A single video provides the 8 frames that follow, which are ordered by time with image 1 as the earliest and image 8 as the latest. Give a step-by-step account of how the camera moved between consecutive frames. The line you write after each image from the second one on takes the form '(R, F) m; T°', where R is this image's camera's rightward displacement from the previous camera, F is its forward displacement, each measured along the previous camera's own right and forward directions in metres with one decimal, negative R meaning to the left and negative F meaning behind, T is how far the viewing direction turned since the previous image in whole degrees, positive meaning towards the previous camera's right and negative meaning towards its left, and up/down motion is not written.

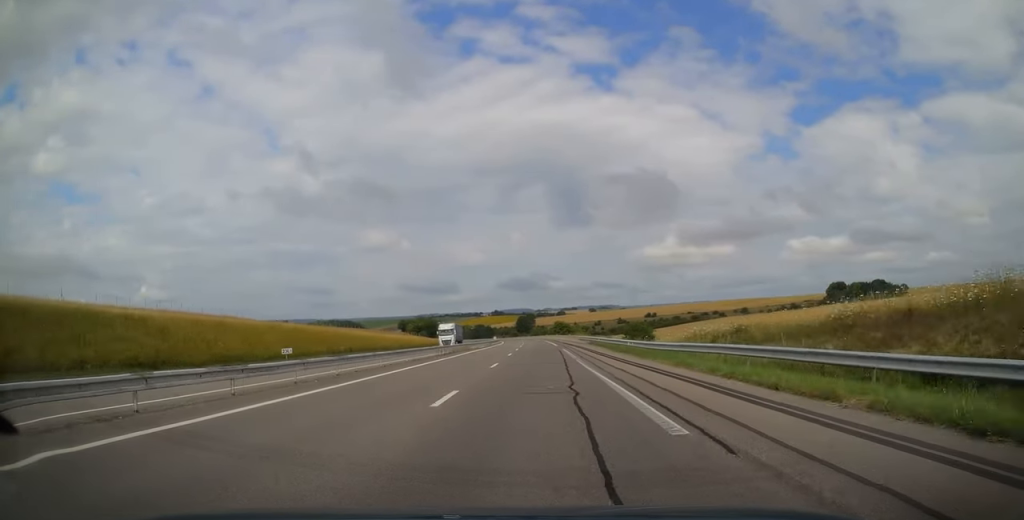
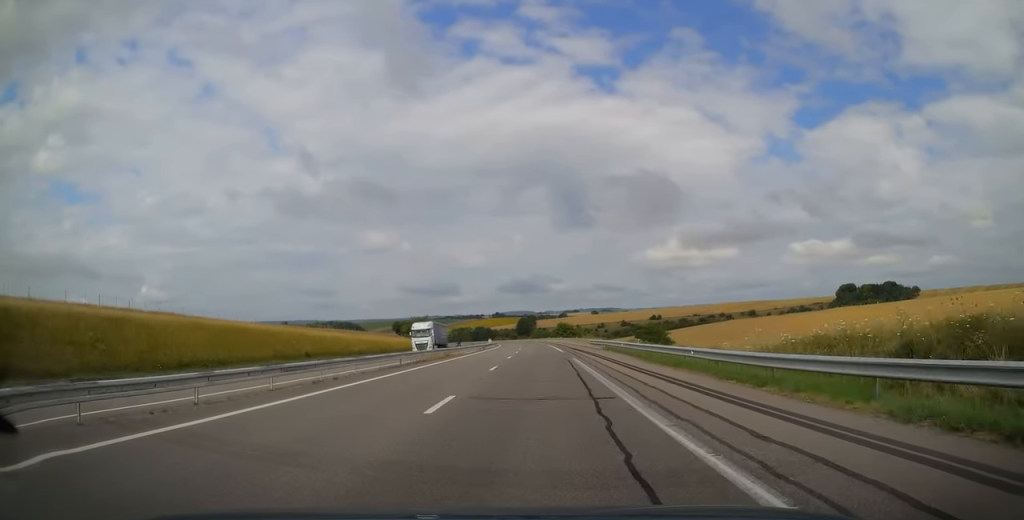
(-0.2, +13.7) m; 0°
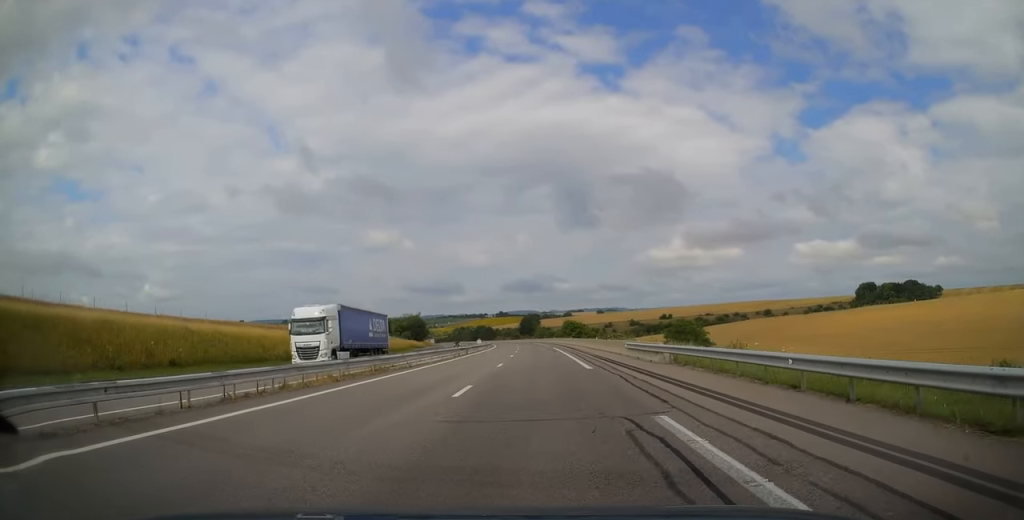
(-0.1, +23.5) m; 0°
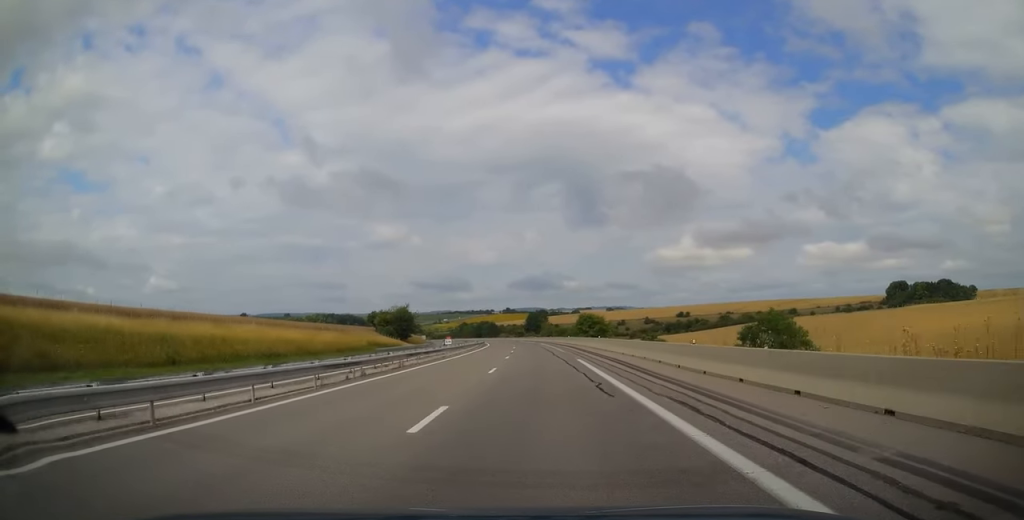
(0.0, +31.3) m; -1°
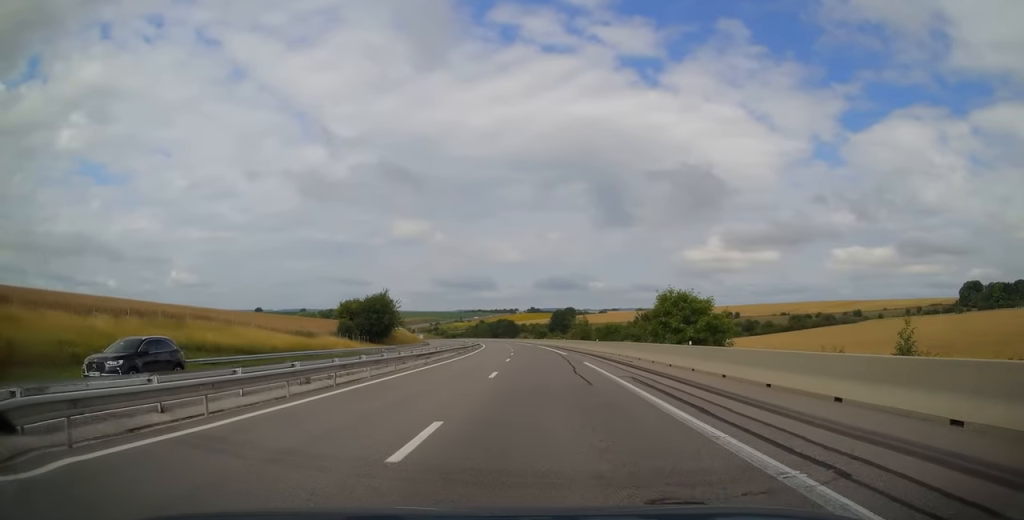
(-1.6, +54.3) m; -3°
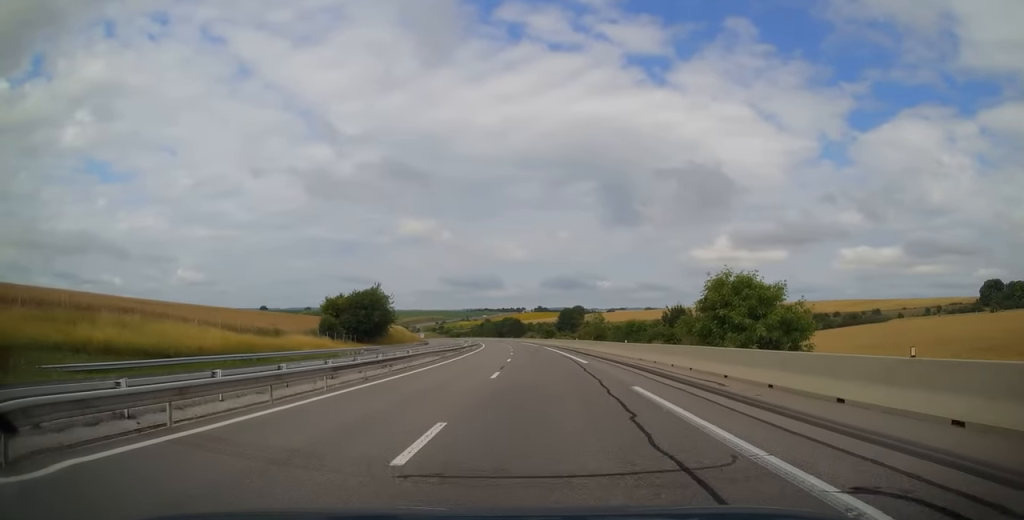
(+0.1, +13.2) m; 0°
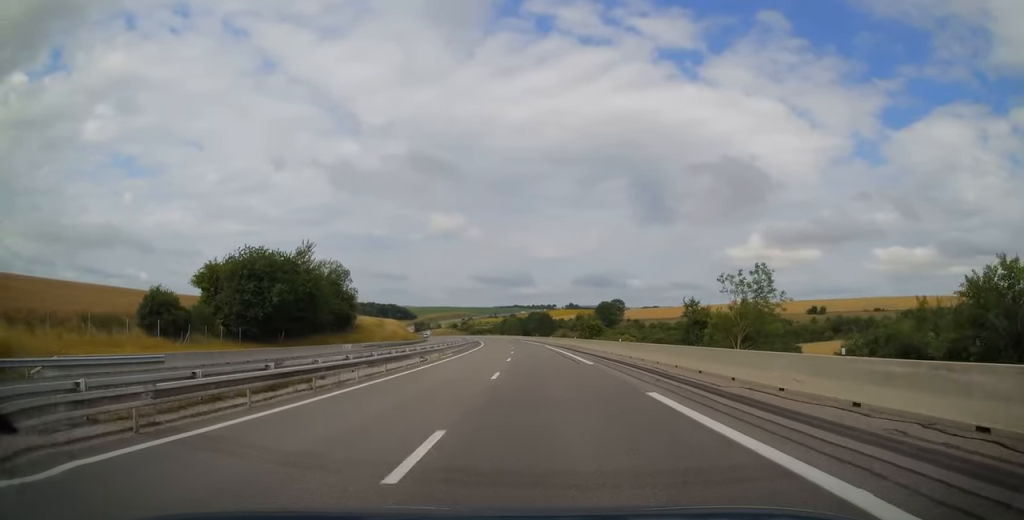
(-2.0, +53.4) m; -4°
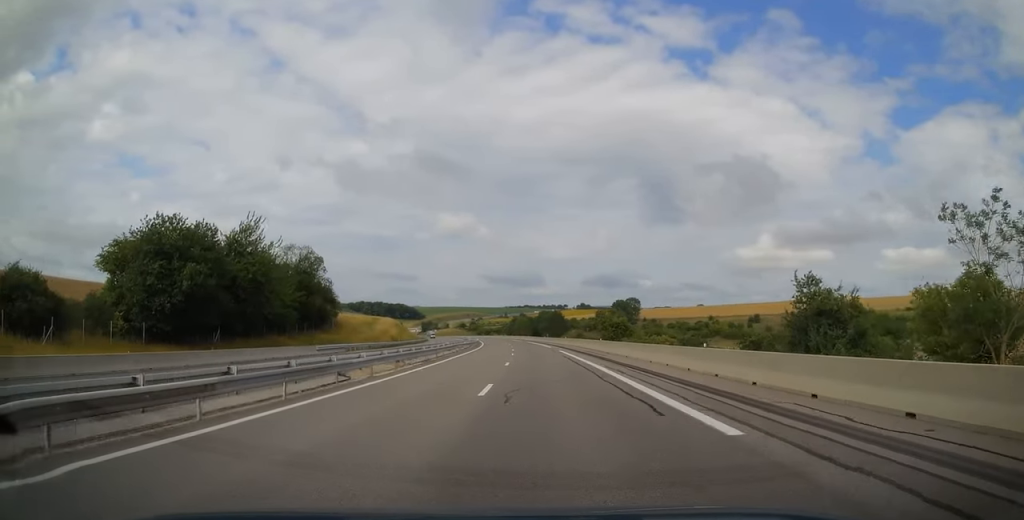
(-0.2, +18.2) m; -1°
